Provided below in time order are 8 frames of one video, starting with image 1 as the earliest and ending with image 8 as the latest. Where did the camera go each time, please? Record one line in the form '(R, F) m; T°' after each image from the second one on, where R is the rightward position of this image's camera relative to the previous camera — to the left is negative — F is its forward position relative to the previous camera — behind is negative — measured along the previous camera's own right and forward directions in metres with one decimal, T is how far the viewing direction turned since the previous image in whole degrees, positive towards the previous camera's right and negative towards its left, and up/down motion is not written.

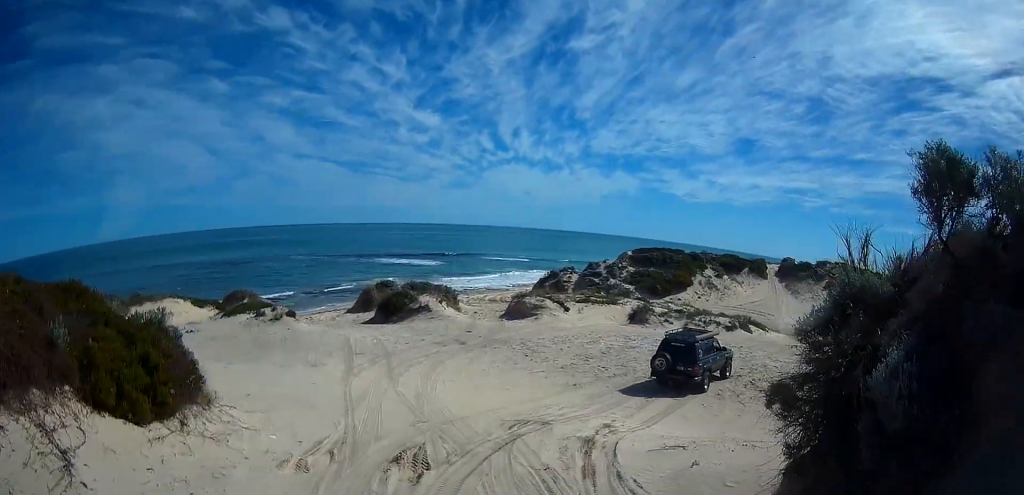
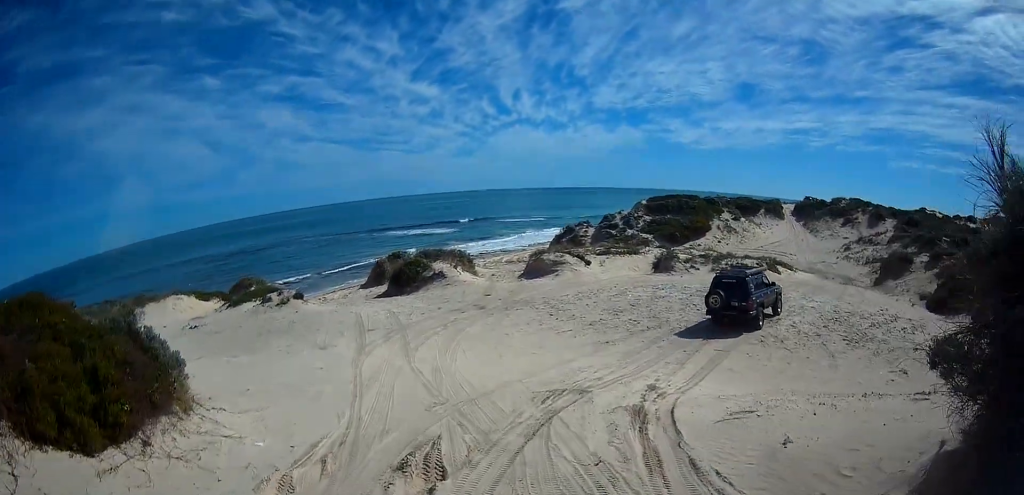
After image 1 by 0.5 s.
(0.0, +1.9) m; +4°
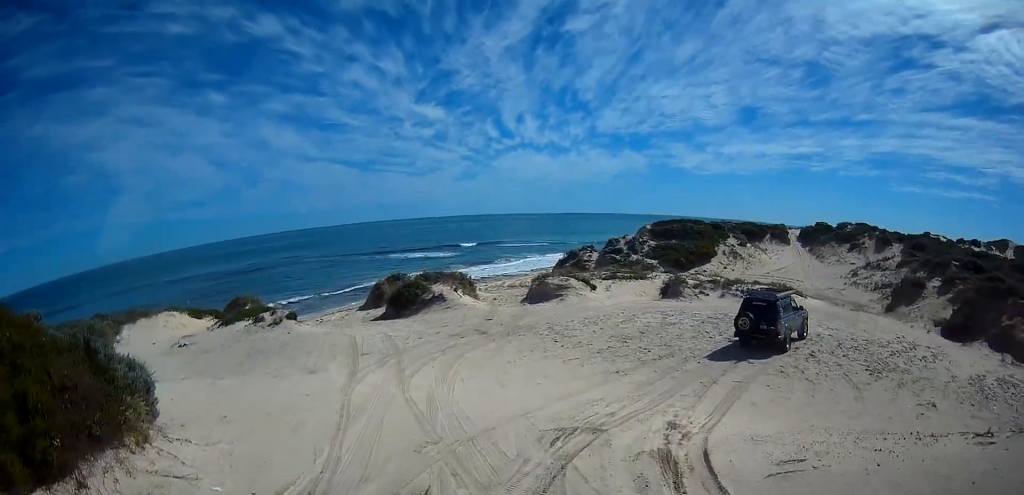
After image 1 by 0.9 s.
(0.0, +1.4) m; +5°
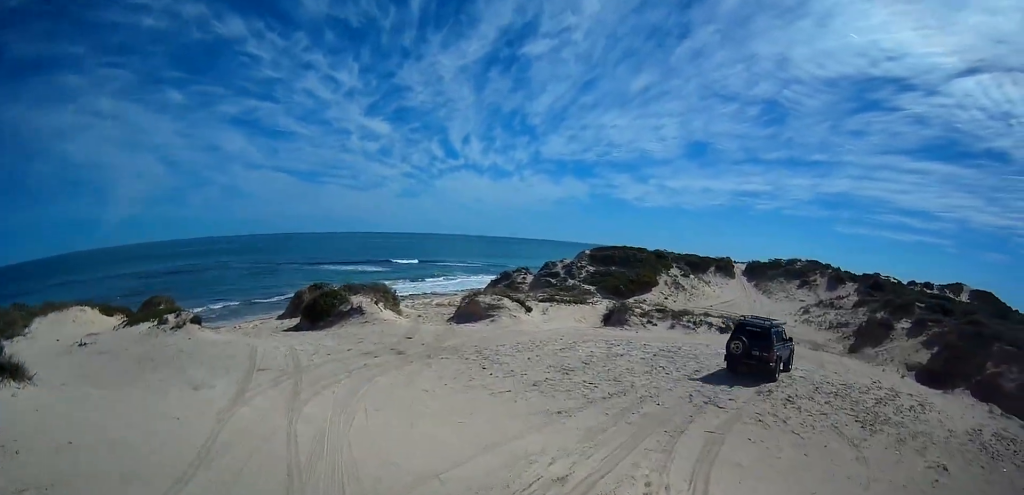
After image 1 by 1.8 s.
(+0.3, +3.2) m; +11°
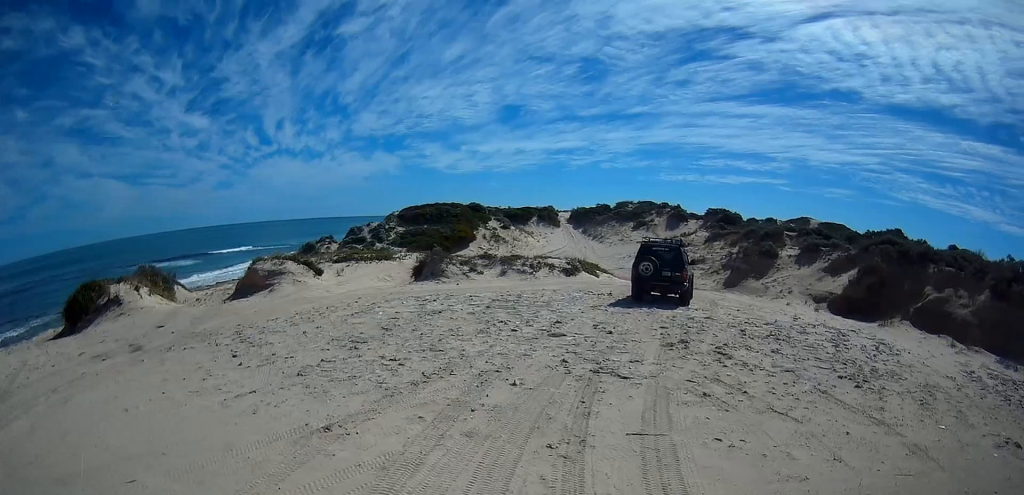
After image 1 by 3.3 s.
(+1.0, +6.4) m; +4°
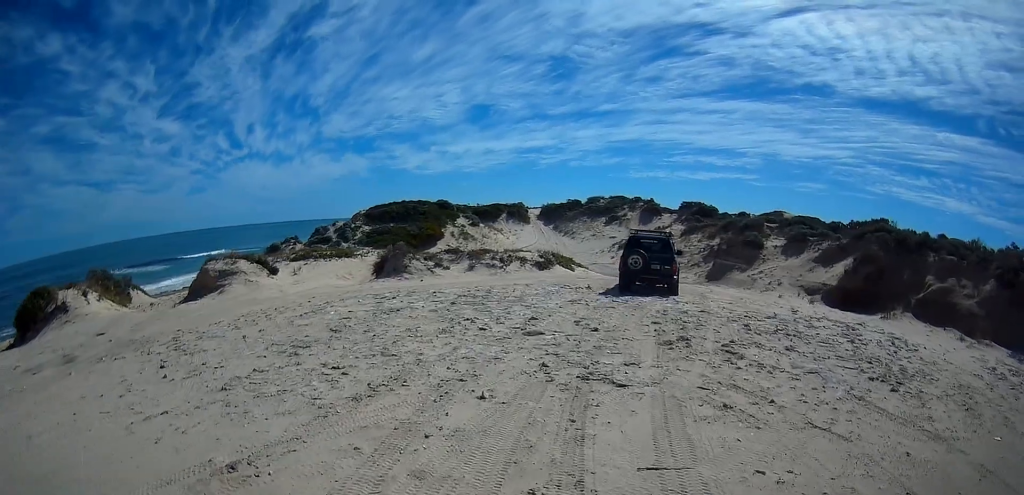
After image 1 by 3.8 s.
(-0.3, +1.8) m; +6°
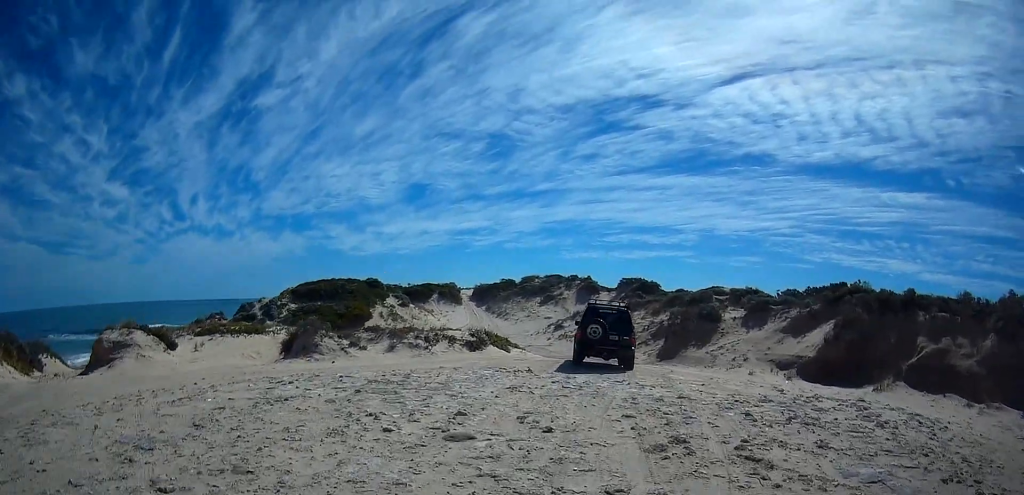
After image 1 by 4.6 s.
(-0.1, +3.1) m; +11°
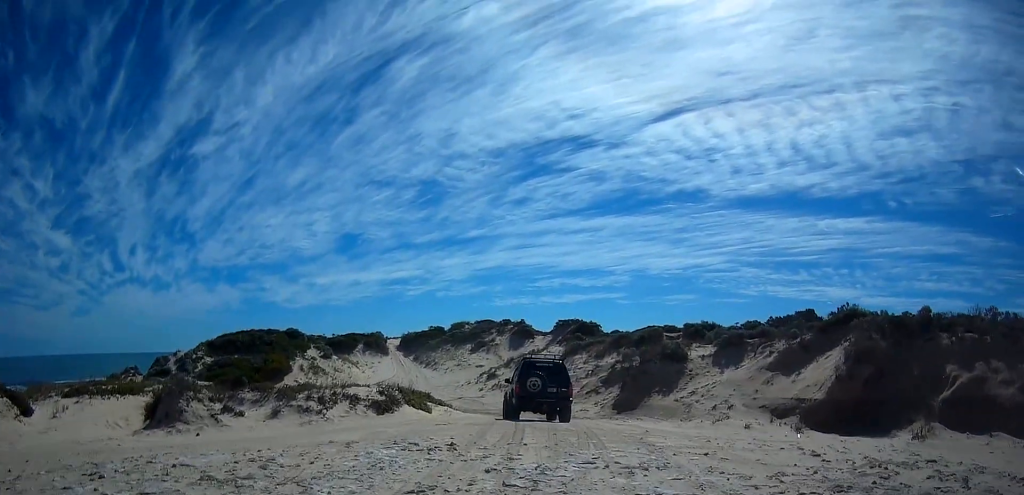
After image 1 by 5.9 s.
(+1.0, +4.8) m; +5°
